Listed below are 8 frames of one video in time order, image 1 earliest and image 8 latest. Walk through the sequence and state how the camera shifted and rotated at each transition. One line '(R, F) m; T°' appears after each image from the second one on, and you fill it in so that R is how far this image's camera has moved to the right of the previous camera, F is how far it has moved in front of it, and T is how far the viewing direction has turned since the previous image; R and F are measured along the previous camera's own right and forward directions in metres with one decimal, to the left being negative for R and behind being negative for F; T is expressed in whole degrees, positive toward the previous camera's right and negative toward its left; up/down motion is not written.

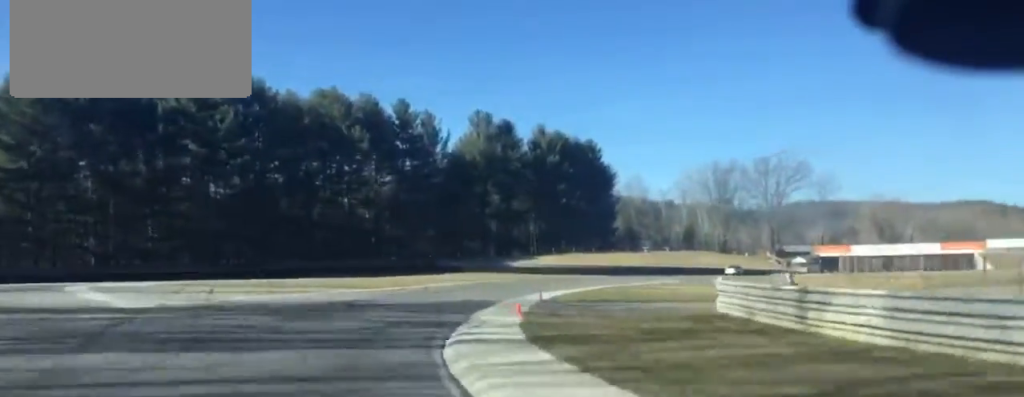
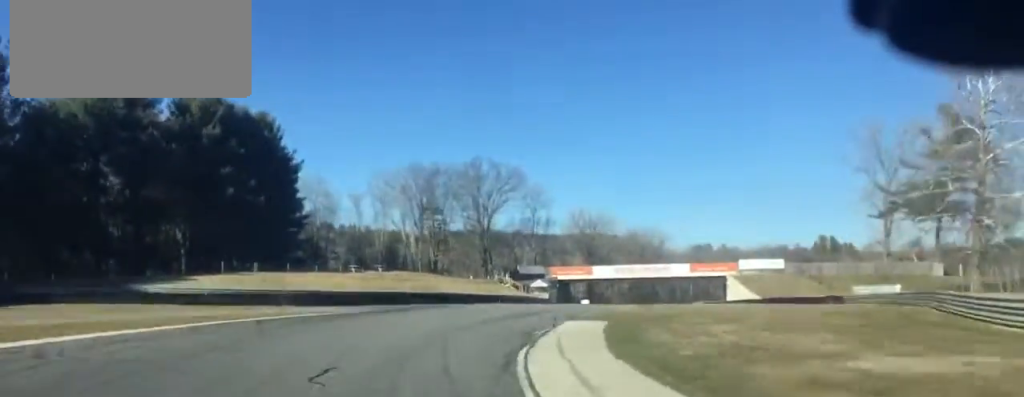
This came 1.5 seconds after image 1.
(+11.3, +44.0) m; +24°
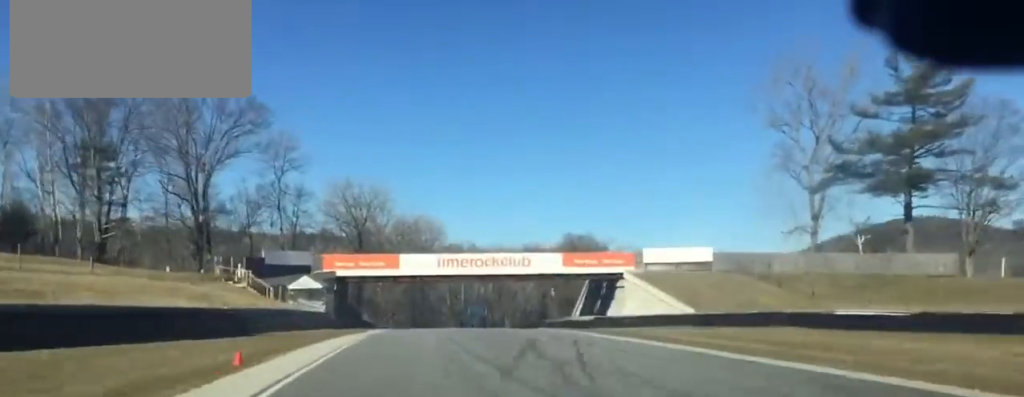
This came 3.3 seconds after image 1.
(+9.8, +58.0) m; +15°
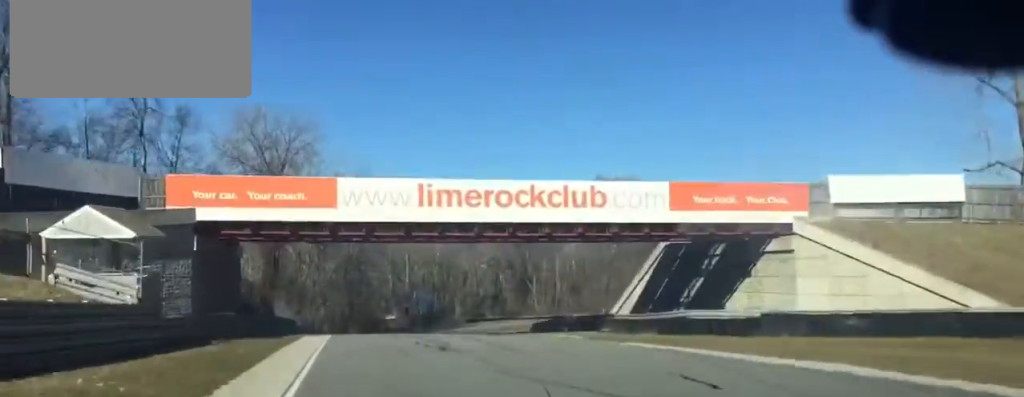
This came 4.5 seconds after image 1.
(+2.2, +40.4) m; +5°
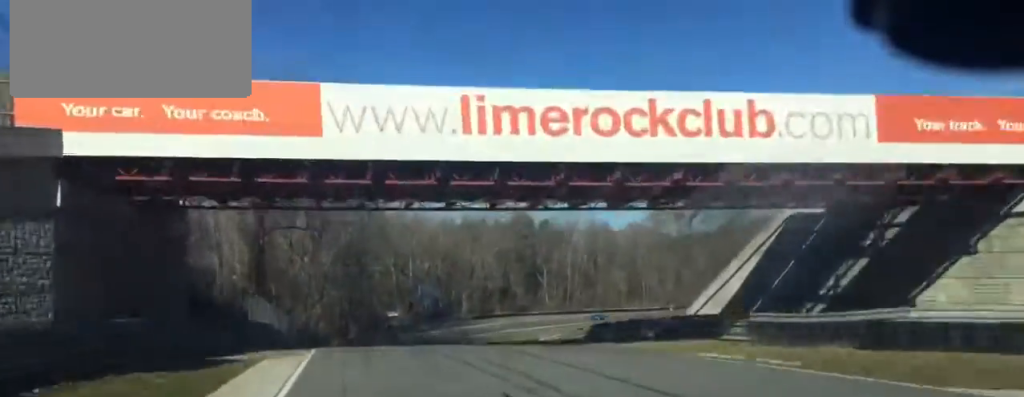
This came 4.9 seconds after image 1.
(+0.4, +15.7) m; +1°
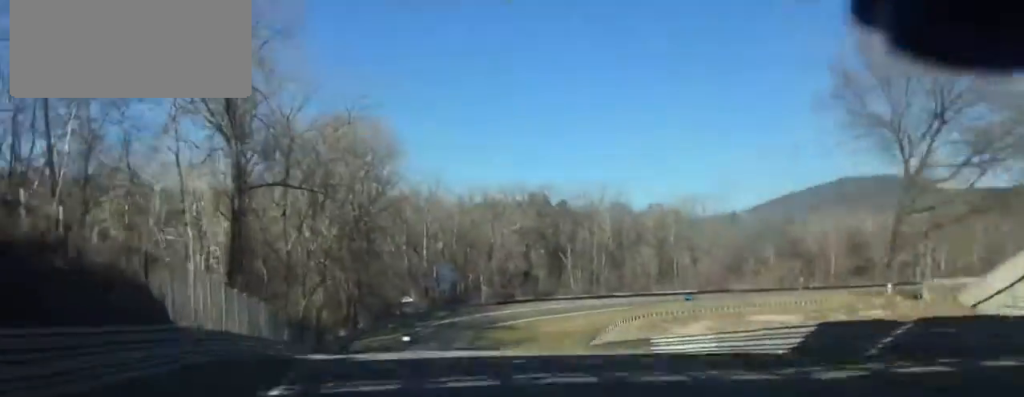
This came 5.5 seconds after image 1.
(-0.1, +22.5) m; 0°
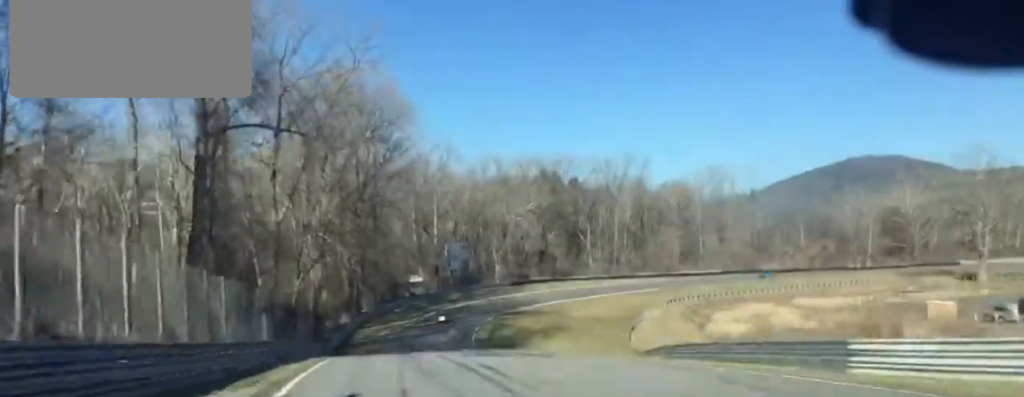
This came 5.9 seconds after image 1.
(0.0, +15.0) m; 0°
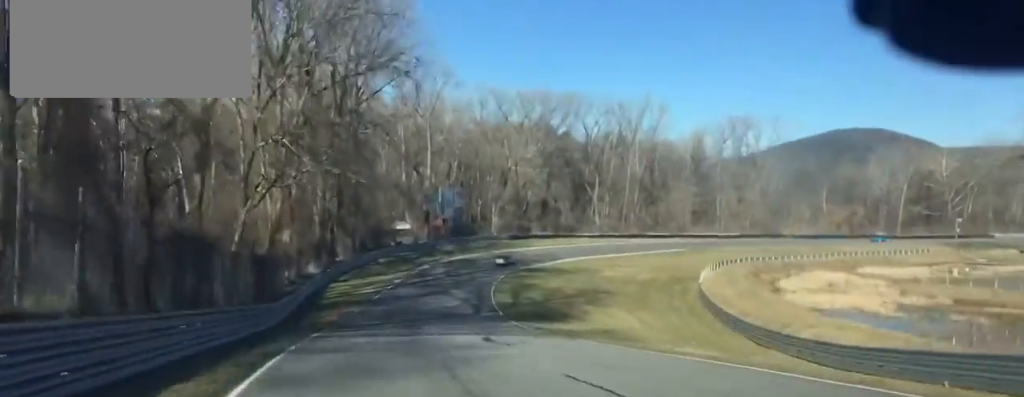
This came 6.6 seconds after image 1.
(-0.1, +26.5) m; +2°
